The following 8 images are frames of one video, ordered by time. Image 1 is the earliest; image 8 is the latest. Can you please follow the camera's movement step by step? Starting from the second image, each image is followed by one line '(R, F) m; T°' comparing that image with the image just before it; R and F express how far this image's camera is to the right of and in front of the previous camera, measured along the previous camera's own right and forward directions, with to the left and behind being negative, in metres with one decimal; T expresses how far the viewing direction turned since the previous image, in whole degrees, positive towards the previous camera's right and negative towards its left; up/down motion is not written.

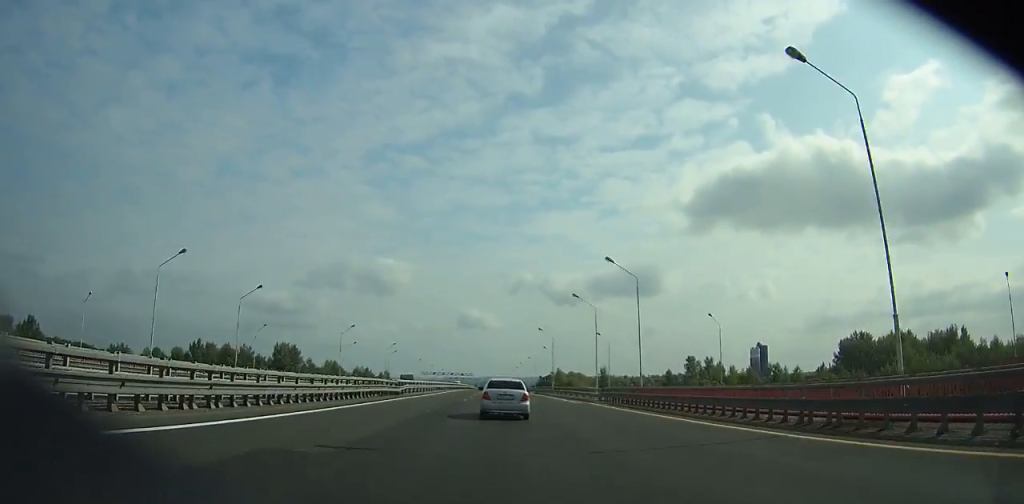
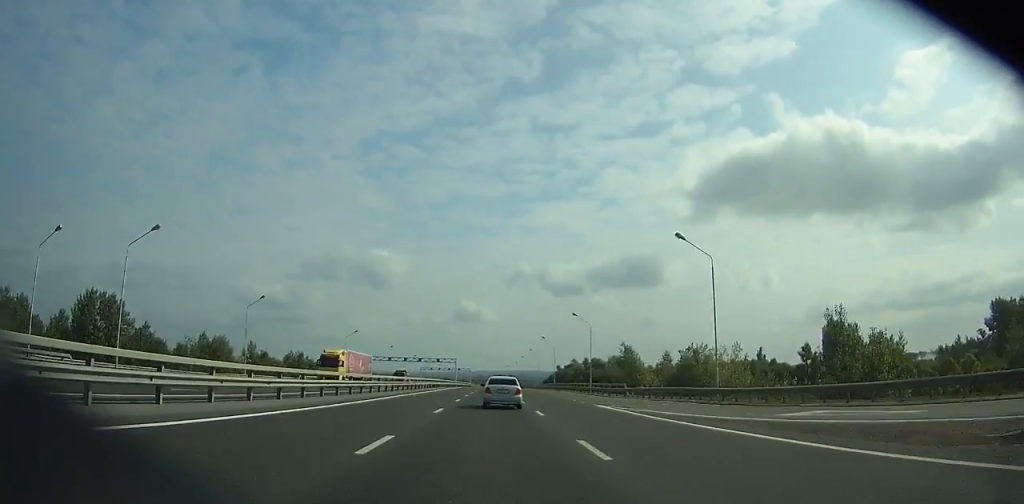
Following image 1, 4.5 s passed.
(-0.1, +103.6) m; 0°
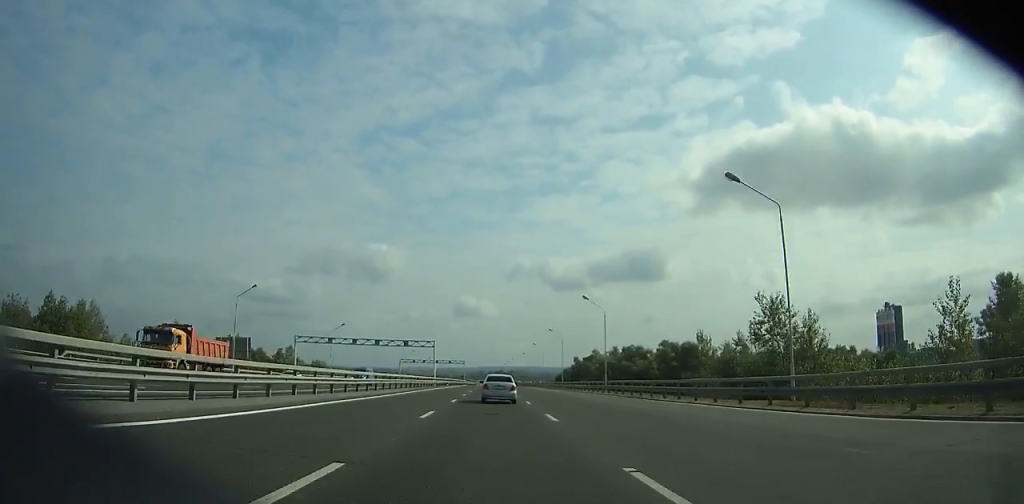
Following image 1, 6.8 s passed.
(0.0, +54.3) m; 0°
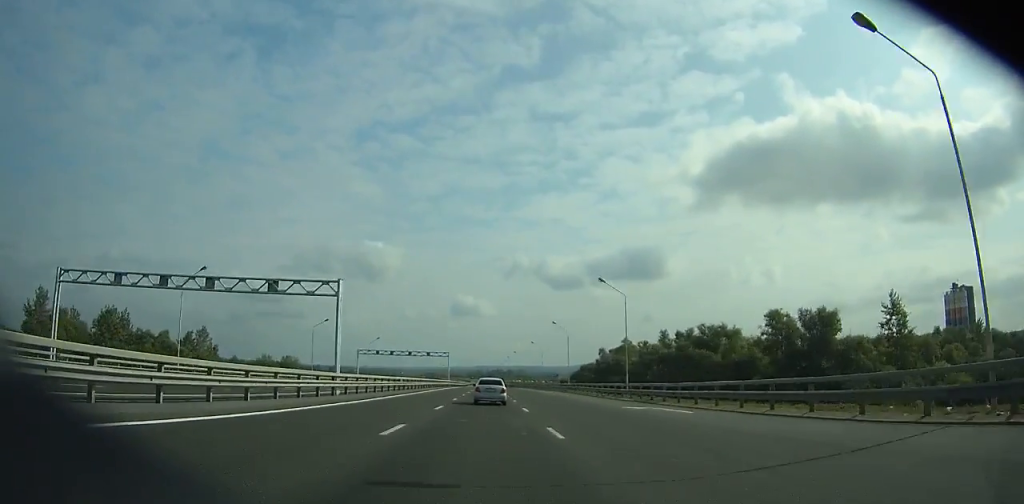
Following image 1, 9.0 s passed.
(0.0, +53.1) m; 0°
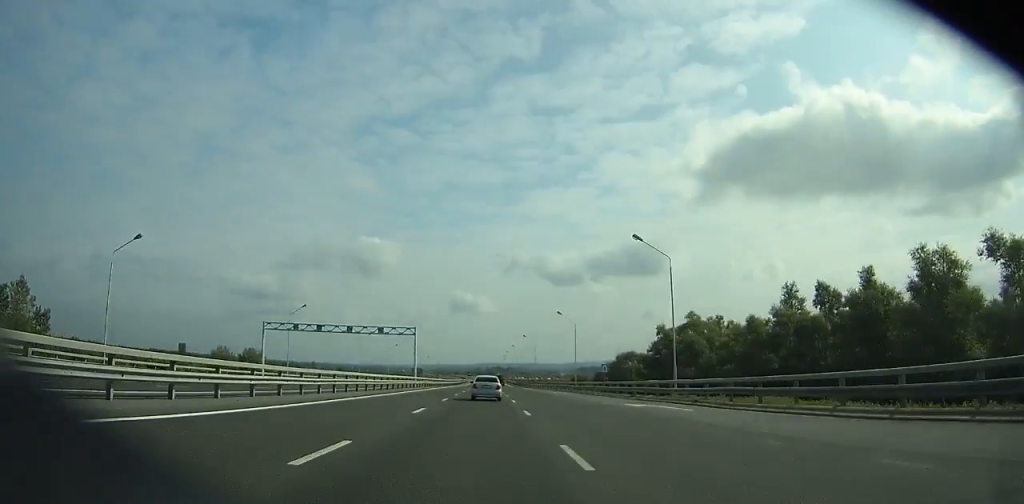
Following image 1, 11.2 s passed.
(+0.1, +55.0) m; -2°
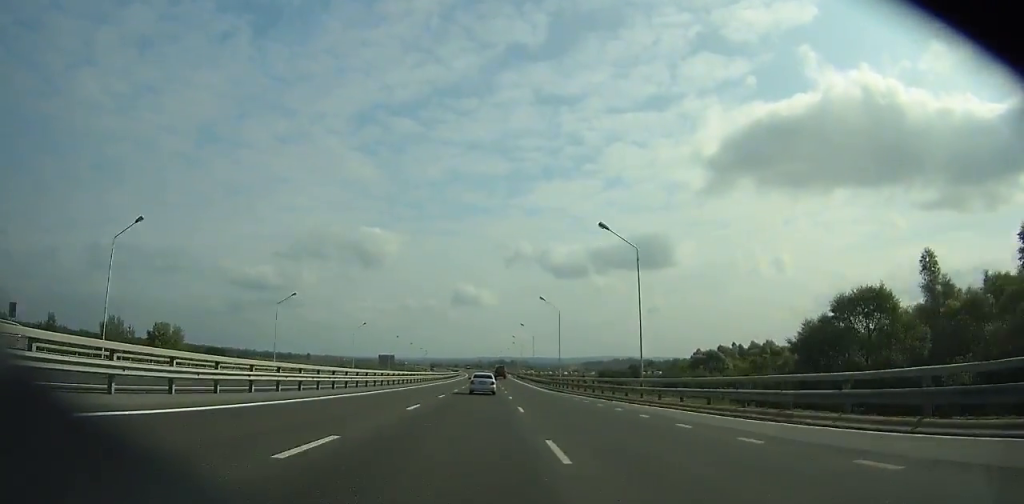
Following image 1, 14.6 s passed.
(-3.0, +85.8) m; +2°
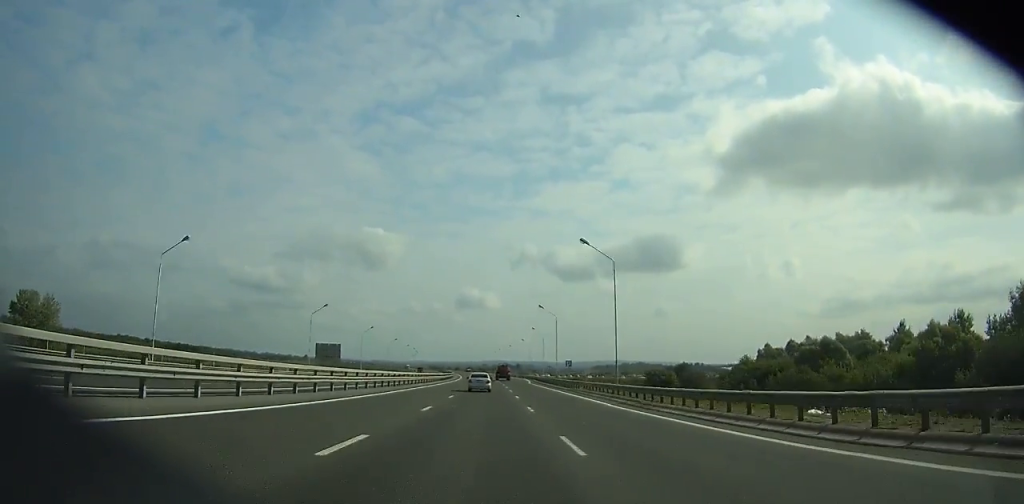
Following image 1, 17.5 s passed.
(+6.3, +67.0) m; +2°
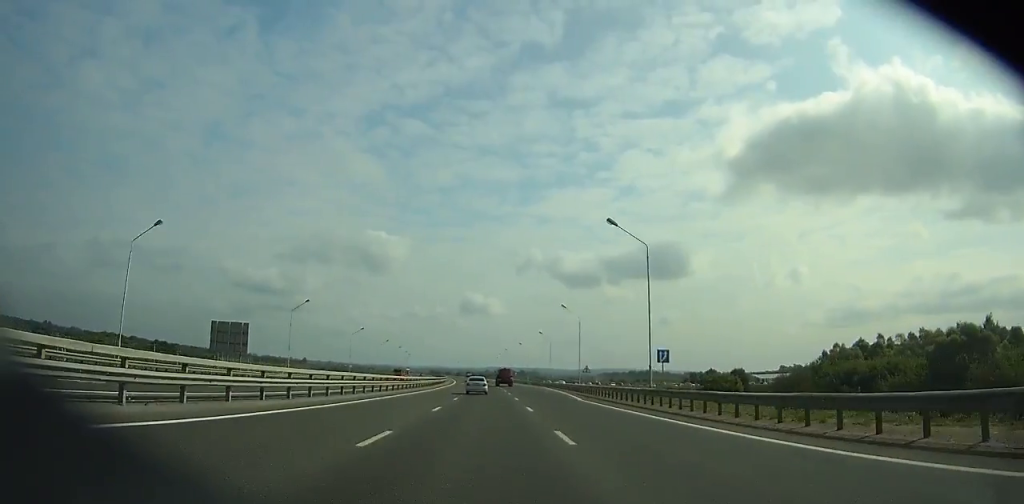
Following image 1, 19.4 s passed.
(-1.9, +44.7) m; -2°
